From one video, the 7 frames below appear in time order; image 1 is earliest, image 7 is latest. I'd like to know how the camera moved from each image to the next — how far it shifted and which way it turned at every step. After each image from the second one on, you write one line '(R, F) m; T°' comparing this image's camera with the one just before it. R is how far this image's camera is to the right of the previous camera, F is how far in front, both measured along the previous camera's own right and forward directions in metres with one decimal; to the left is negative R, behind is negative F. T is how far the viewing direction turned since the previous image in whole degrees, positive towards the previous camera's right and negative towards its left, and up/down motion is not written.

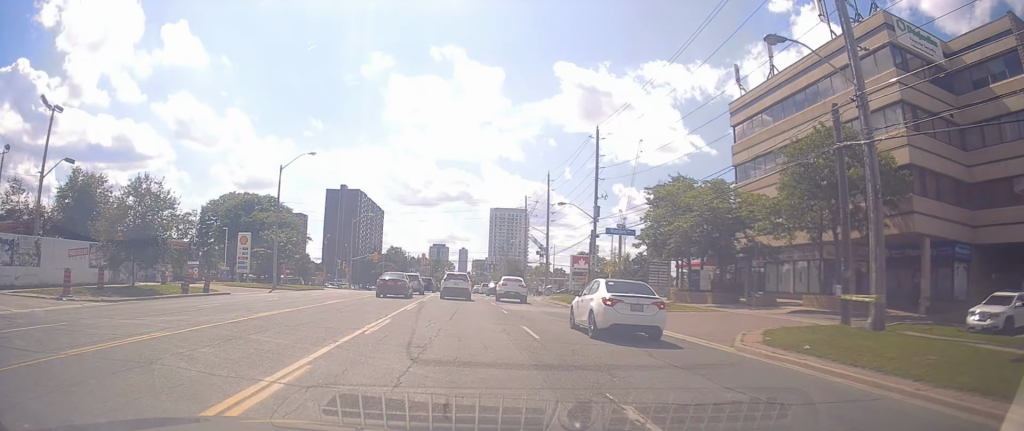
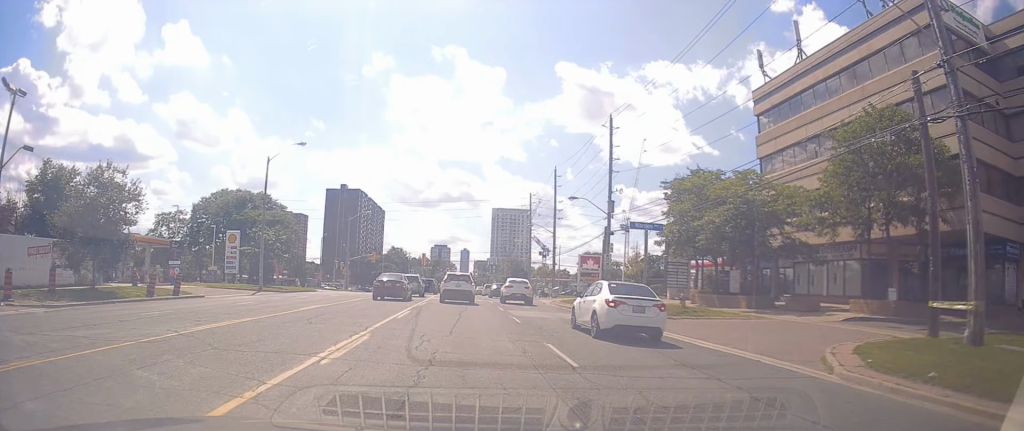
(0.0, +4.3) m; -1°
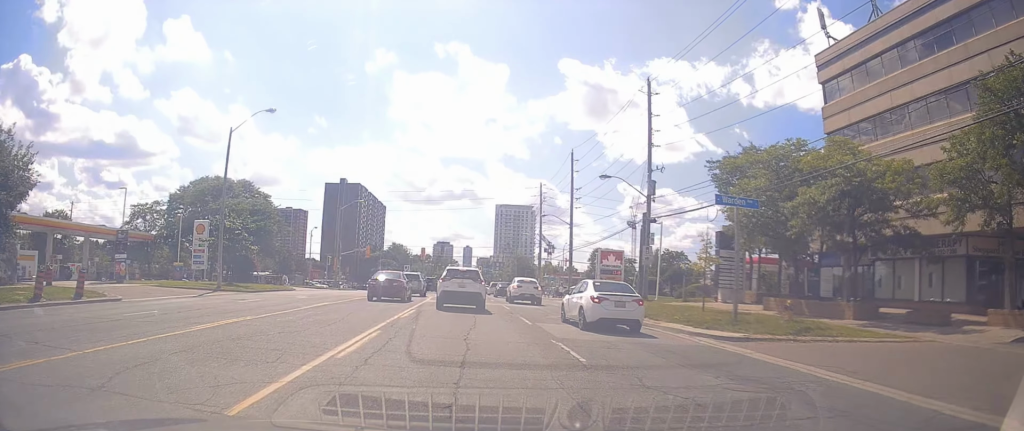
(-0.3, +10.0) m; +1°
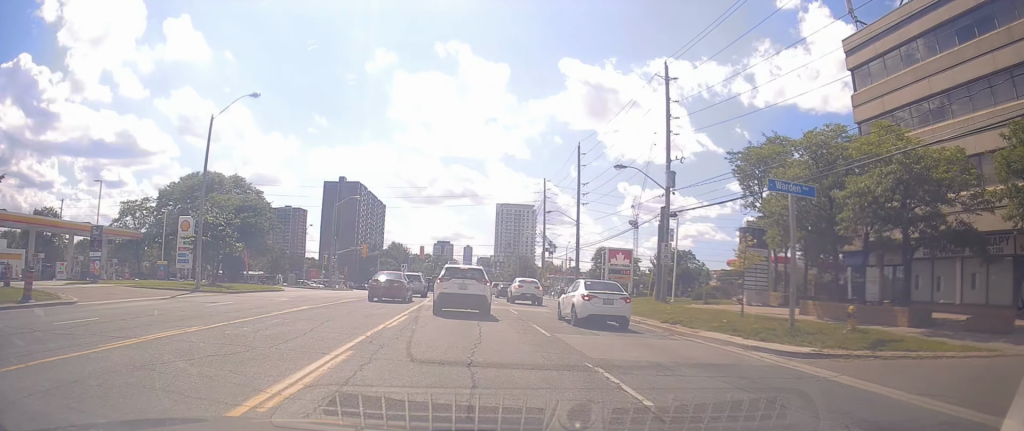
(+0.2, +3.8) m; 0°
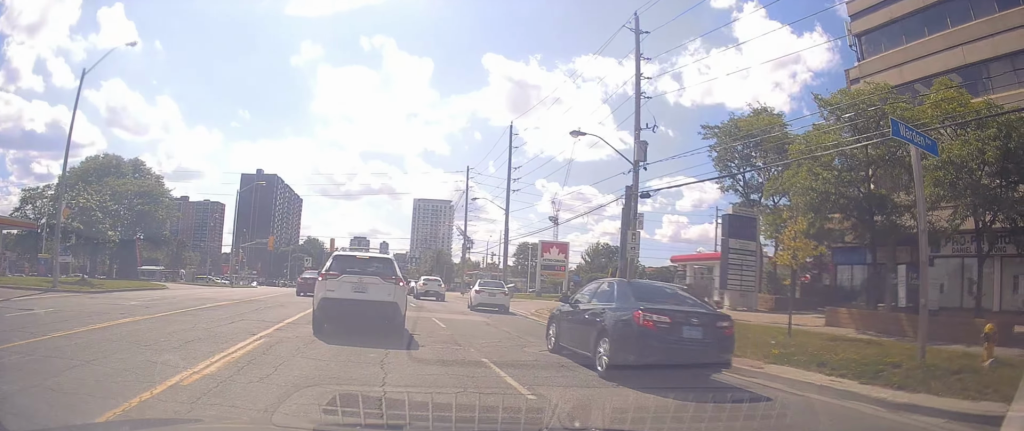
(-0.4, +10.0) m; -3°
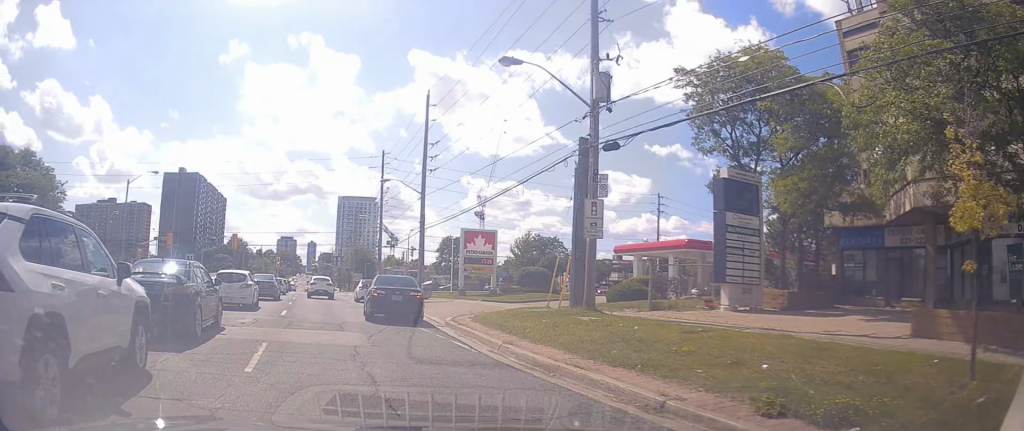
(+1.0, +5.7) m; +13°
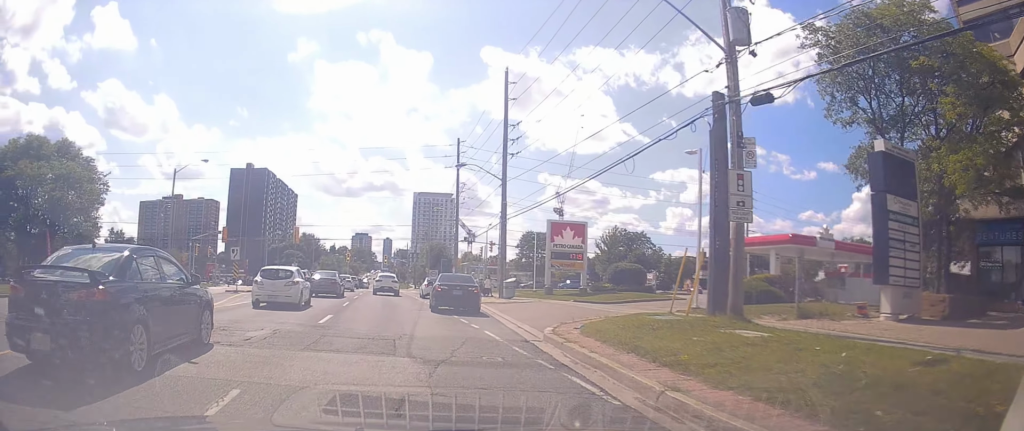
(-0.2, +2.4) m; -2°
